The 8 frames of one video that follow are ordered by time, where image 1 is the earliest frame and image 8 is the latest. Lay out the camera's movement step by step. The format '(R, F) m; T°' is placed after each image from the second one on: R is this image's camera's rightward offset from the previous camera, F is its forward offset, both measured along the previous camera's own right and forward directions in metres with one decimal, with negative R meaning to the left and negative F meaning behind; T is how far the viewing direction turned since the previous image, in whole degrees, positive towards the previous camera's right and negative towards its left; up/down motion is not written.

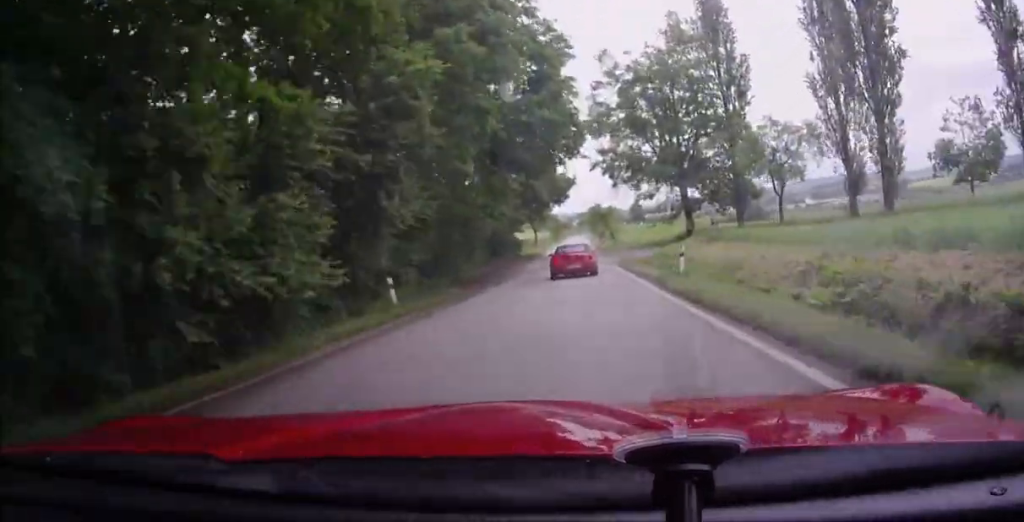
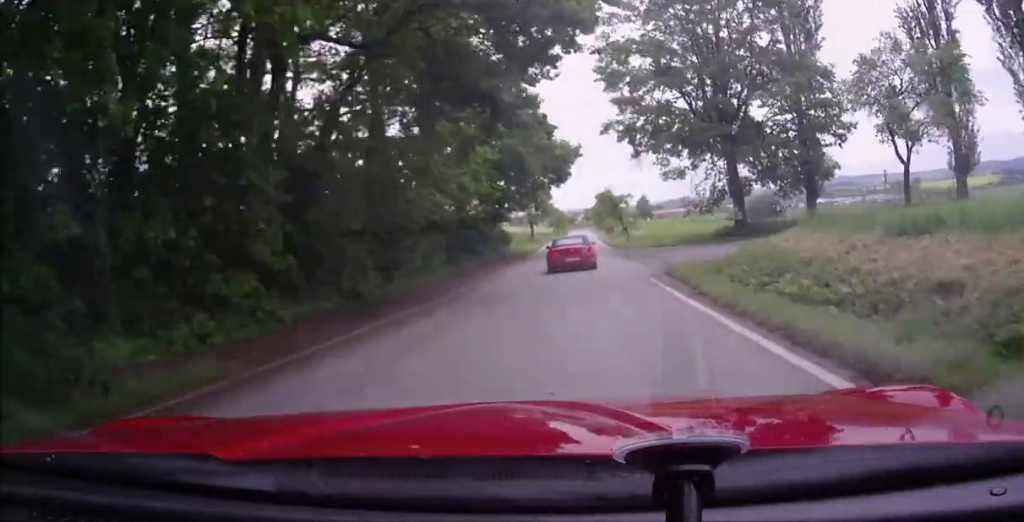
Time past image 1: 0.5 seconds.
(-0.2, +16.6) m; -1°
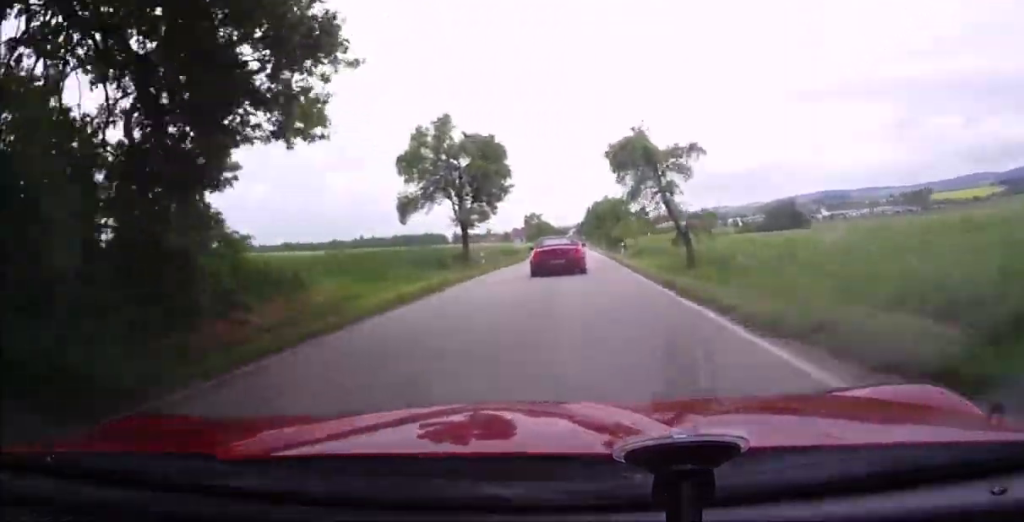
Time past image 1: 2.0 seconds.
(-0.1, +46.6) m; 0°
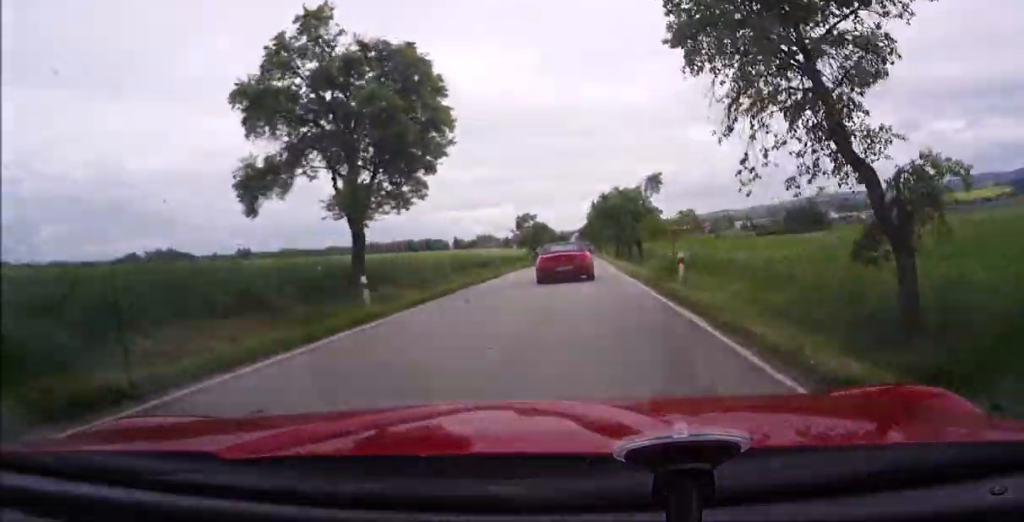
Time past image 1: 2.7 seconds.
(0.0, +21.4) m; -1°
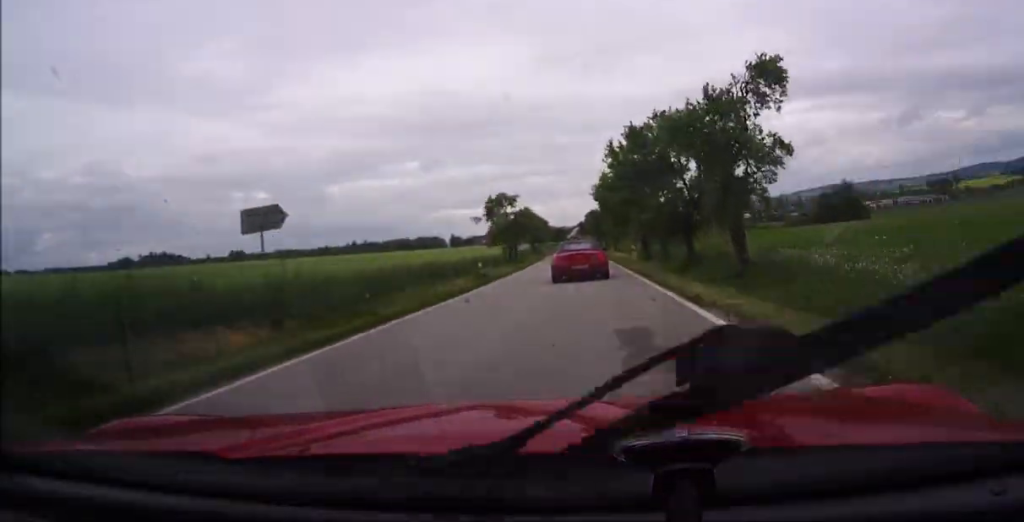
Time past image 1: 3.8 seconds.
(-0.8, +37.0) m; -1°
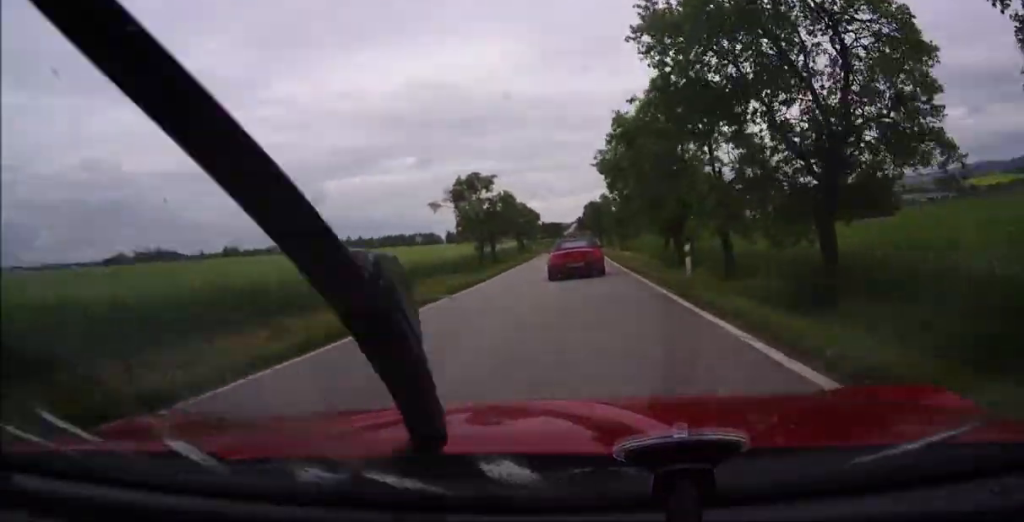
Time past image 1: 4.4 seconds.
(0.0, +18.9) m; 0°
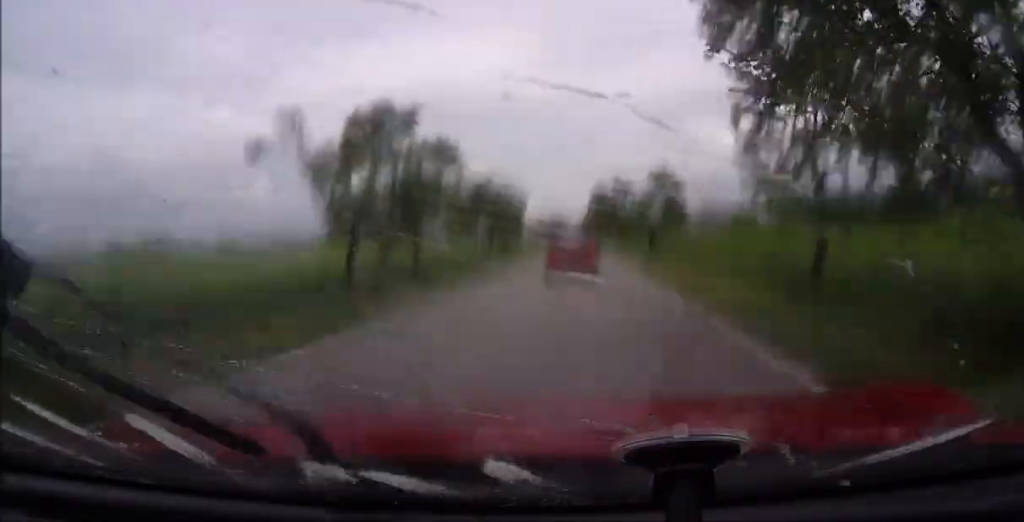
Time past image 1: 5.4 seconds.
(+0.3, +28.2) m; +1°
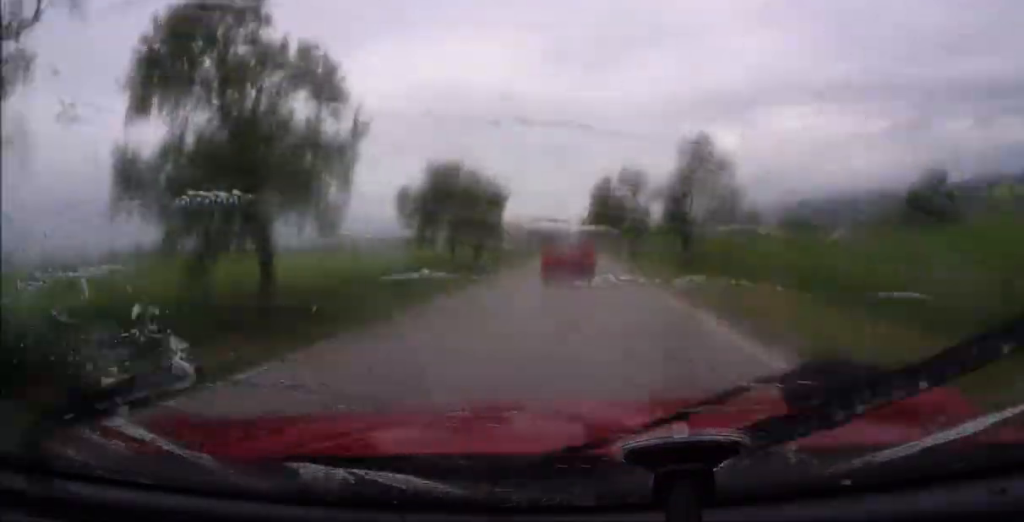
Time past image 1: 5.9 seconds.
(0.0, +13.8) m; 0°
